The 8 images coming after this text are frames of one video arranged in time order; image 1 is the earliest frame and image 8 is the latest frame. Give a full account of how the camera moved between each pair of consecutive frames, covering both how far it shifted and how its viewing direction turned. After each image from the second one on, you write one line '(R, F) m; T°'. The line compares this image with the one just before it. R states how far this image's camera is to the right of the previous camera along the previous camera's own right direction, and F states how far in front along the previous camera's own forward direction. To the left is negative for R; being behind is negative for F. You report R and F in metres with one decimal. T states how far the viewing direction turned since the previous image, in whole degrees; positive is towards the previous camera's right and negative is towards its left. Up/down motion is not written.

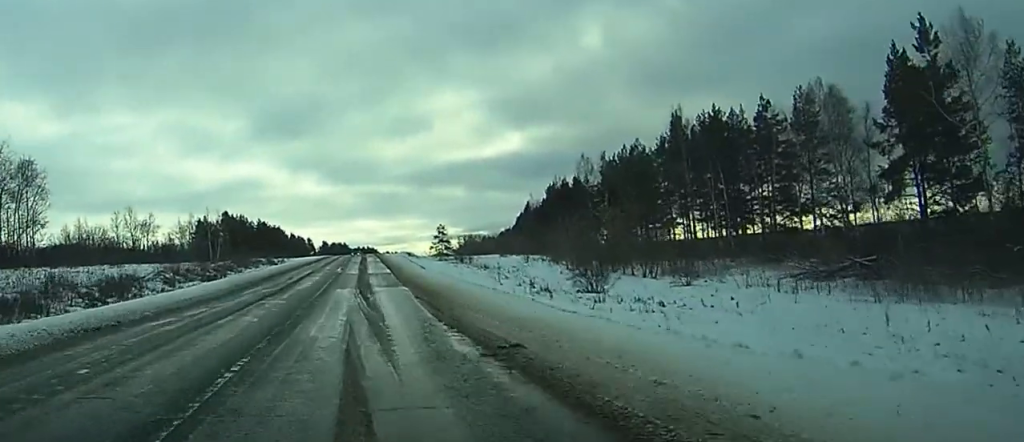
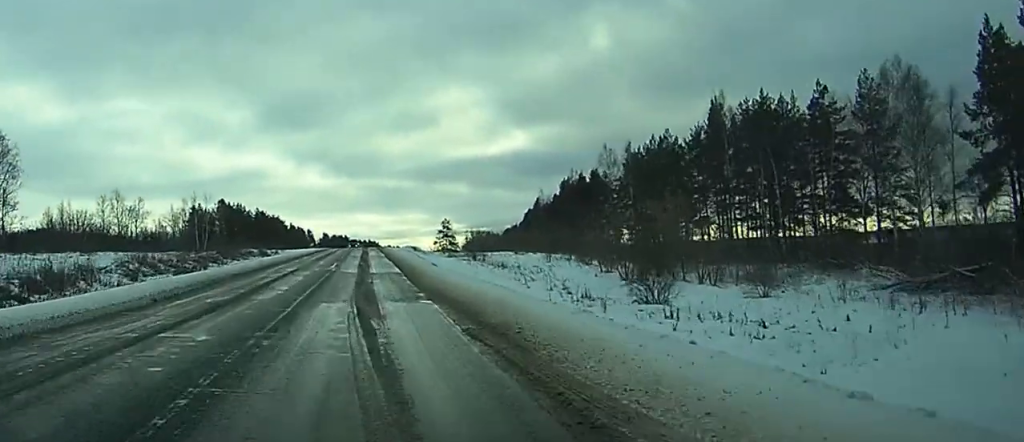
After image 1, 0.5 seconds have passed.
(0.0, +11.9) m; 0°
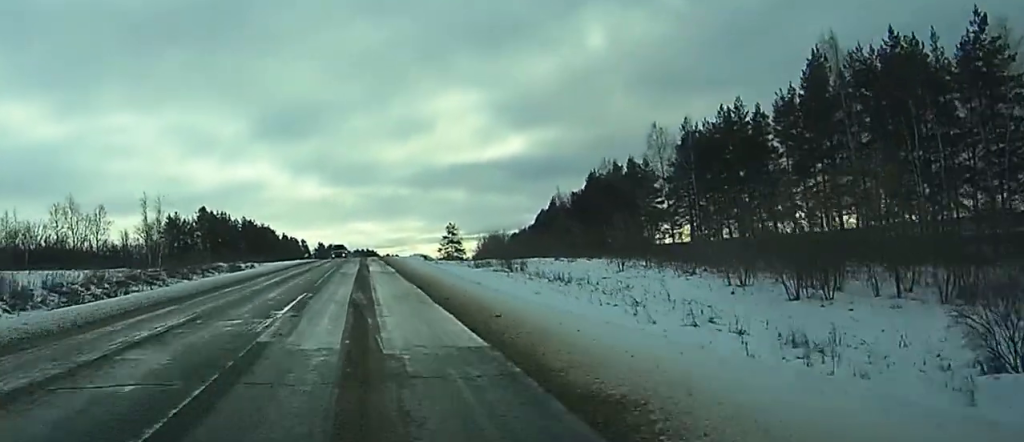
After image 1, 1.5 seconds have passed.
(-0.1, +26.4) m; 0°
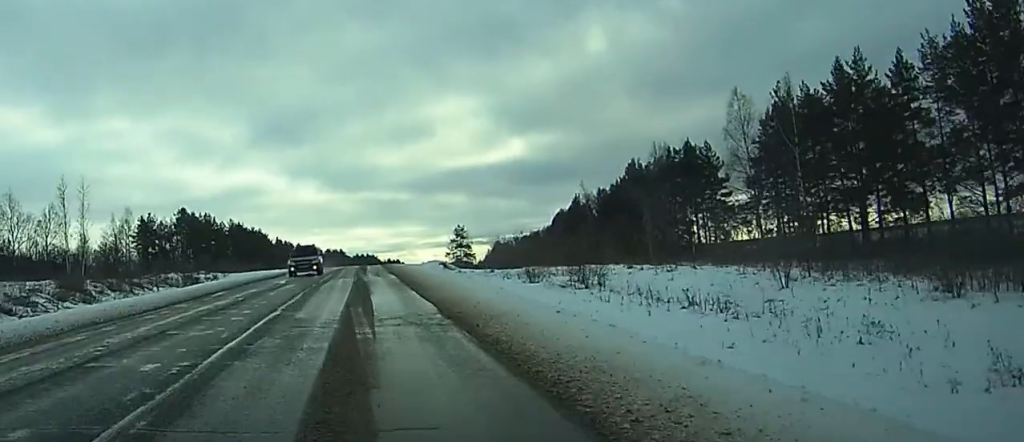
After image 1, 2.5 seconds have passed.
(0.0, +26.4) m; 0°
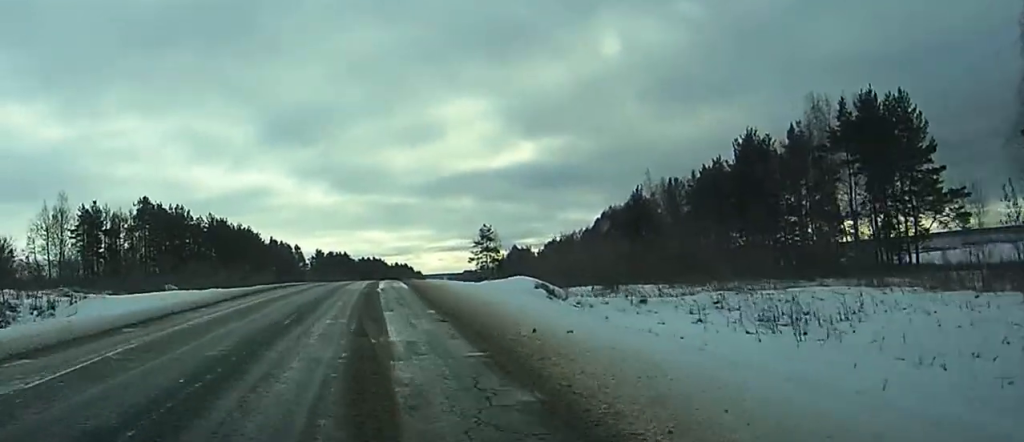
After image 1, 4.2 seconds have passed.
(0.0, +43.4) m; 0°
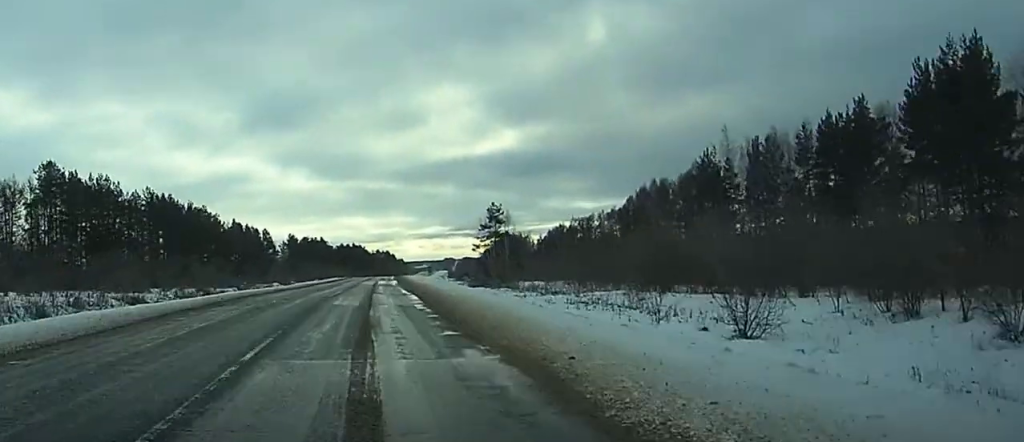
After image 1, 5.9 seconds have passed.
(+0.2, +43.6) m; +1°
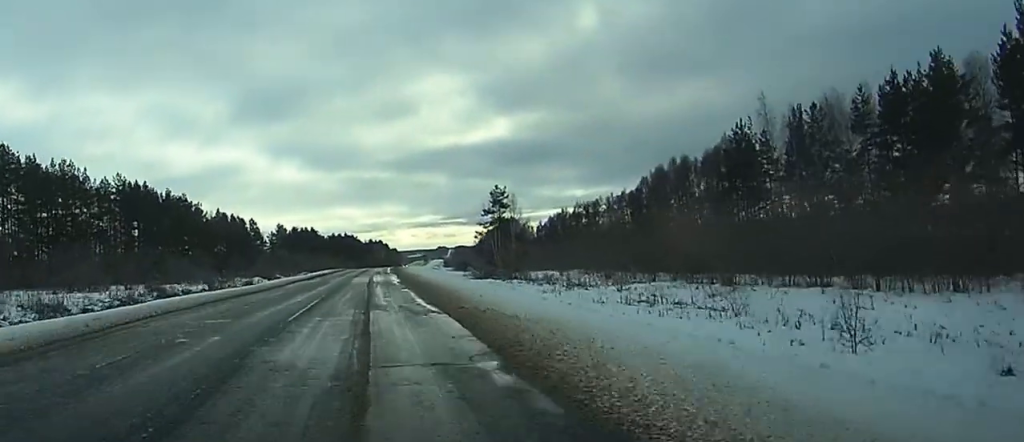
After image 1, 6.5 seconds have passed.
(+0.1, +14.7) m; 0°
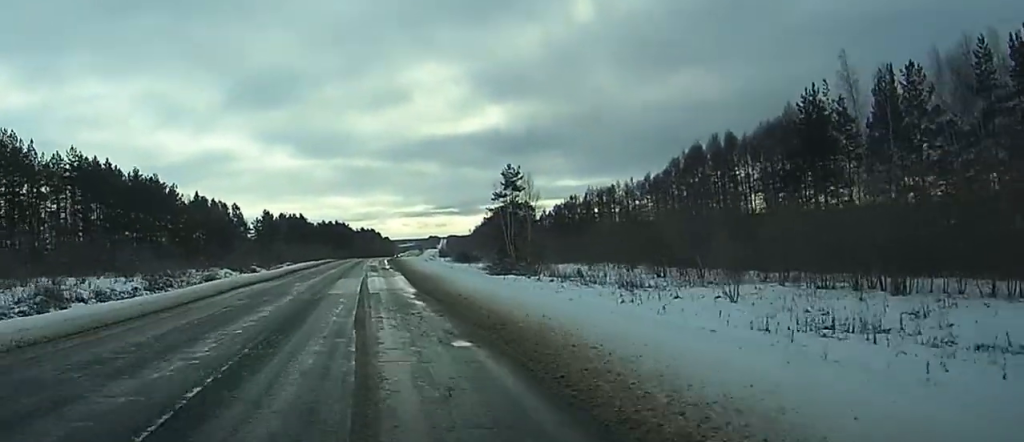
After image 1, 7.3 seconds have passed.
(+0.1, +20.7) m; +1°
